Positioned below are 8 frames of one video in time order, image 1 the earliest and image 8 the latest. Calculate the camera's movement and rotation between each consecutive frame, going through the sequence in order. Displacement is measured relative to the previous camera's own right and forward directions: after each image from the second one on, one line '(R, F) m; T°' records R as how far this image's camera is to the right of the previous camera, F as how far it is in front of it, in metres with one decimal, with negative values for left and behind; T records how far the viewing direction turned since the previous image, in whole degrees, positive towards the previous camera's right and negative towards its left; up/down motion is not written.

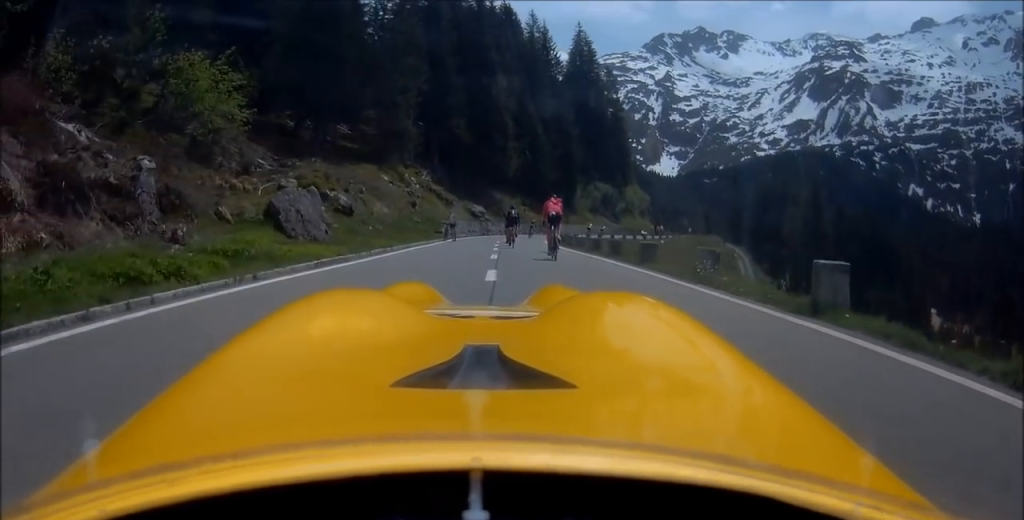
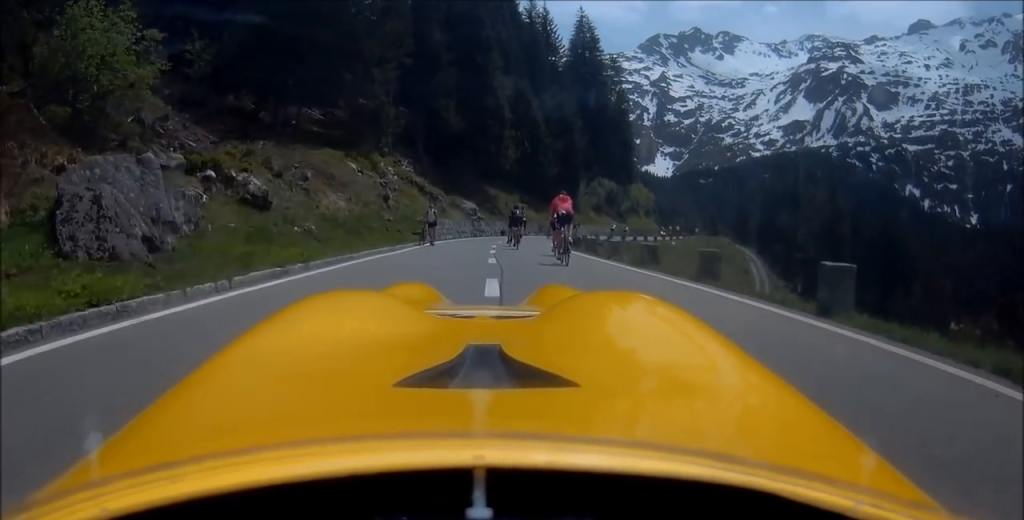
(+0.3, +8.7) m; +1°
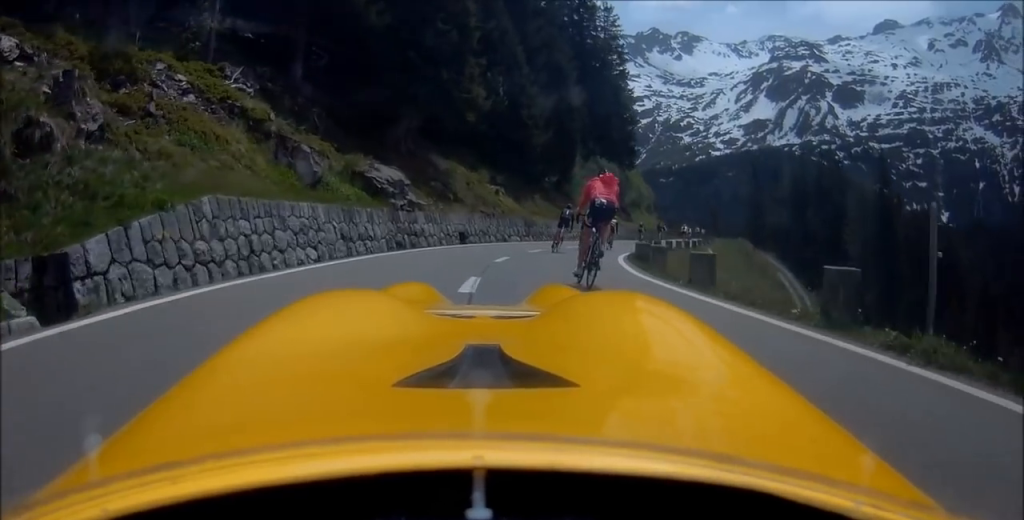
(+1.0, +27.0) m; +7°
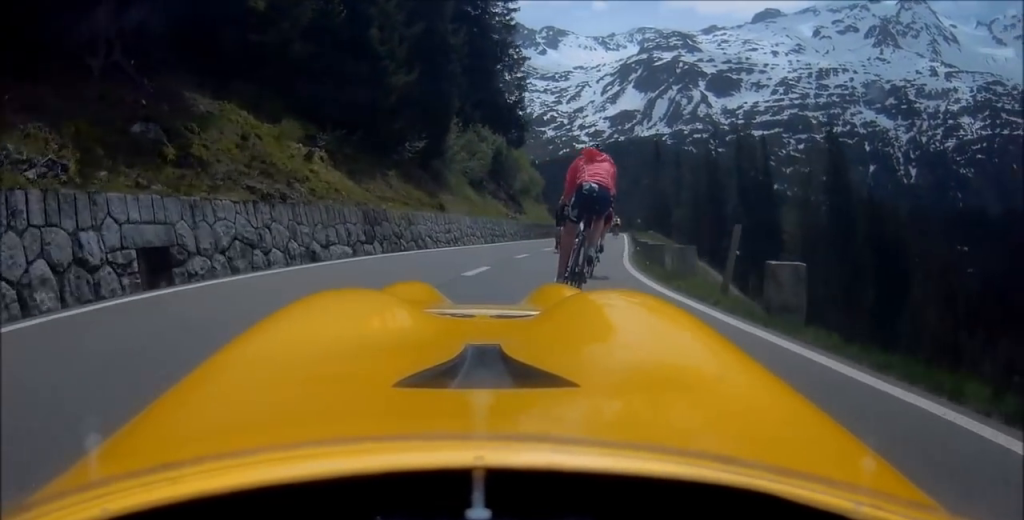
(+1.3, +17.7) m; +6°
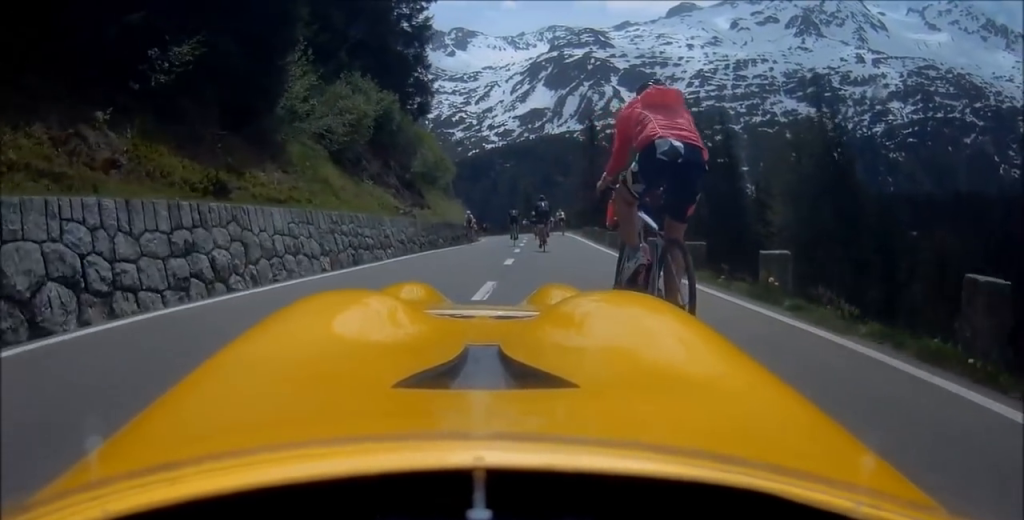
(+0.8, +15.0) m; +12°
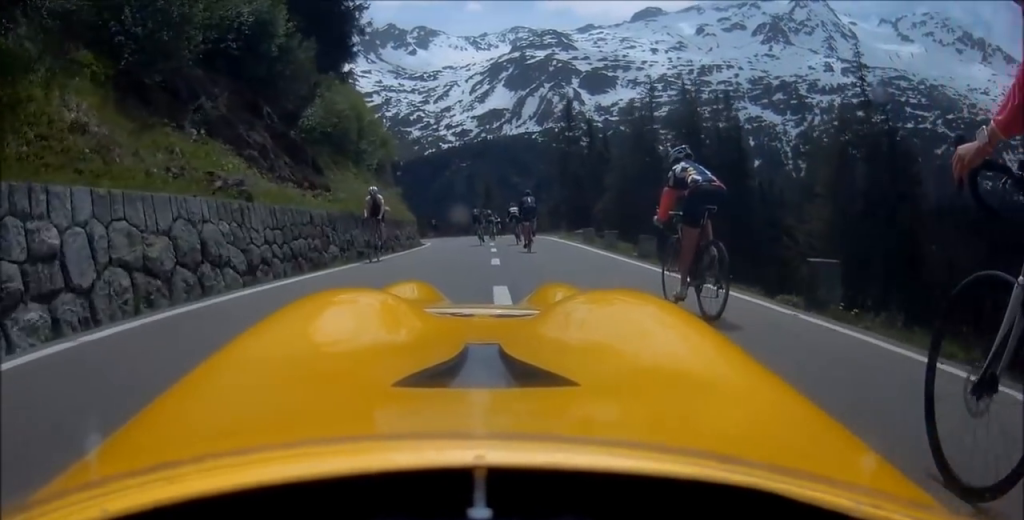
(+1.7, +12.6) m; +10°
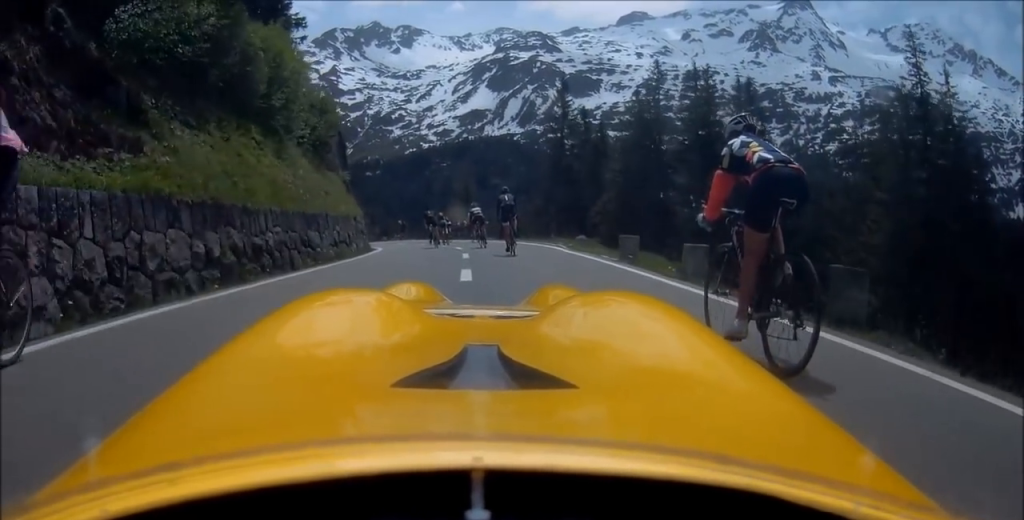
(+0.9, +9.0) m; +2°
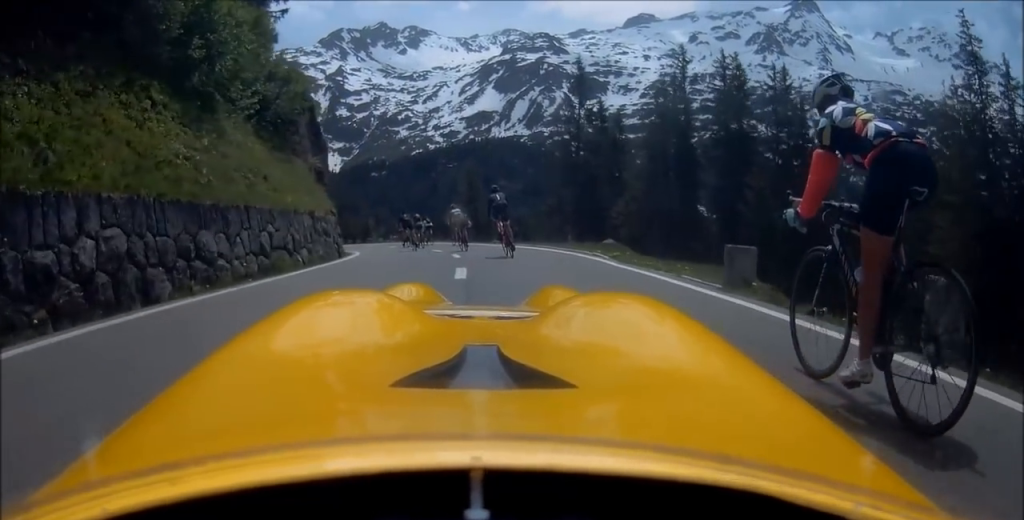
(-0.3, +5.9) m; -4°
